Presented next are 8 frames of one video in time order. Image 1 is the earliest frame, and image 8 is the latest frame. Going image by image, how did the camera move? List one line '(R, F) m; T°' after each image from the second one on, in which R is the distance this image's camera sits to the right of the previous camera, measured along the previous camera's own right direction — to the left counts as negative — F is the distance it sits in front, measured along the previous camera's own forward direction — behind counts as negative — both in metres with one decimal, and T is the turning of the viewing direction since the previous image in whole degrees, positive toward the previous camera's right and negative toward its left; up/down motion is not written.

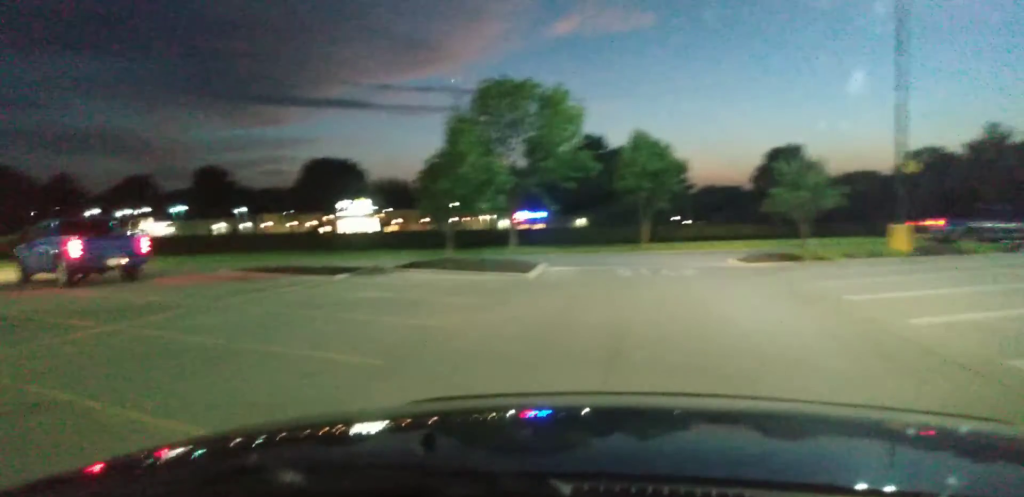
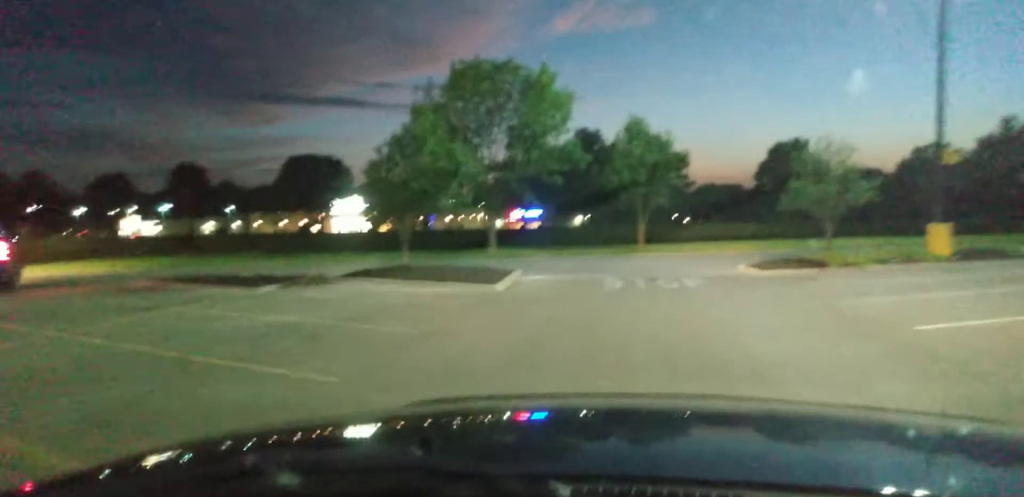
(0.0, +3.4) m; 0°
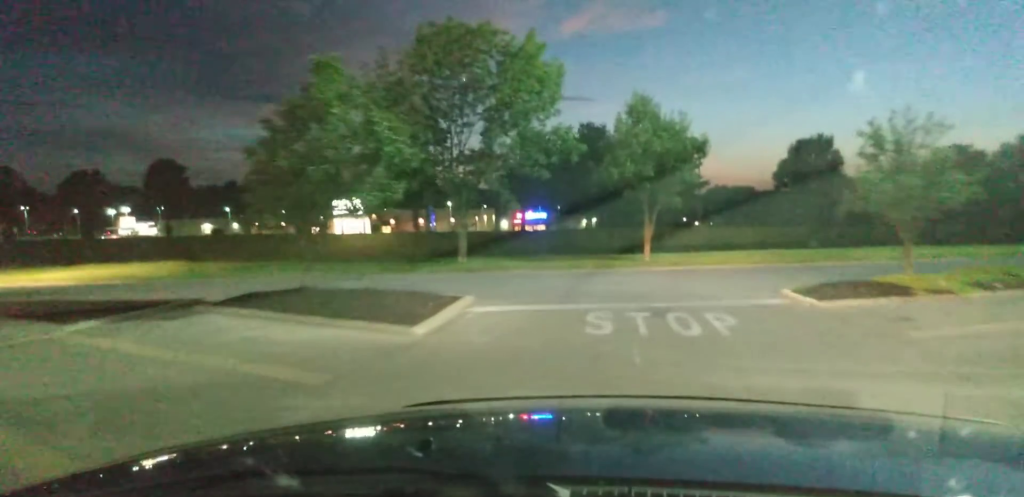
(+0.1, +5.0) m; 0°
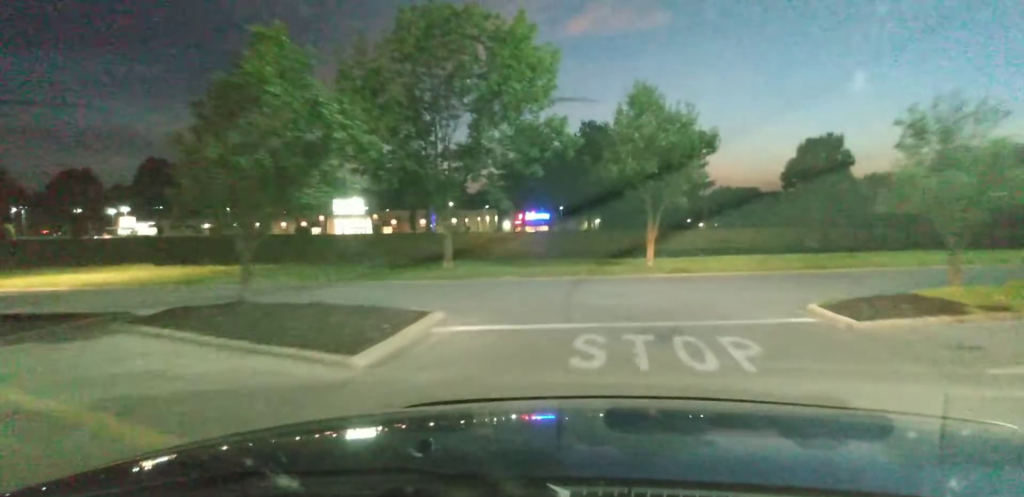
(0.0, +2.2) m; -1°
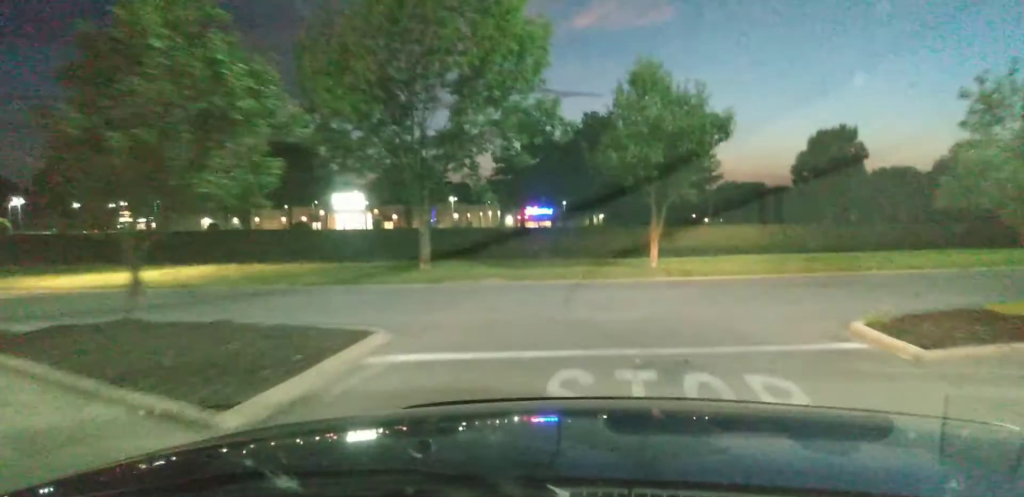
(-0.1, +3.6) m; 0°
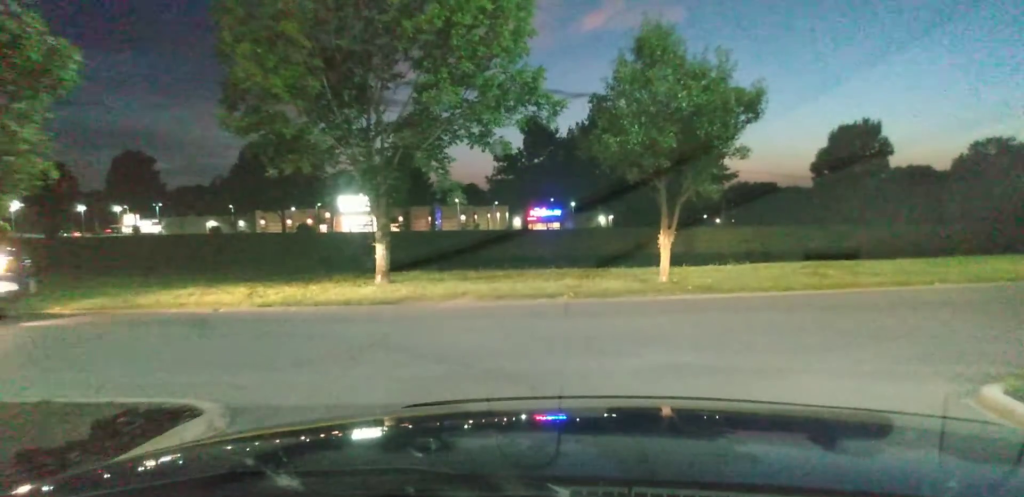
(-0.1, +6.9) m; -3°
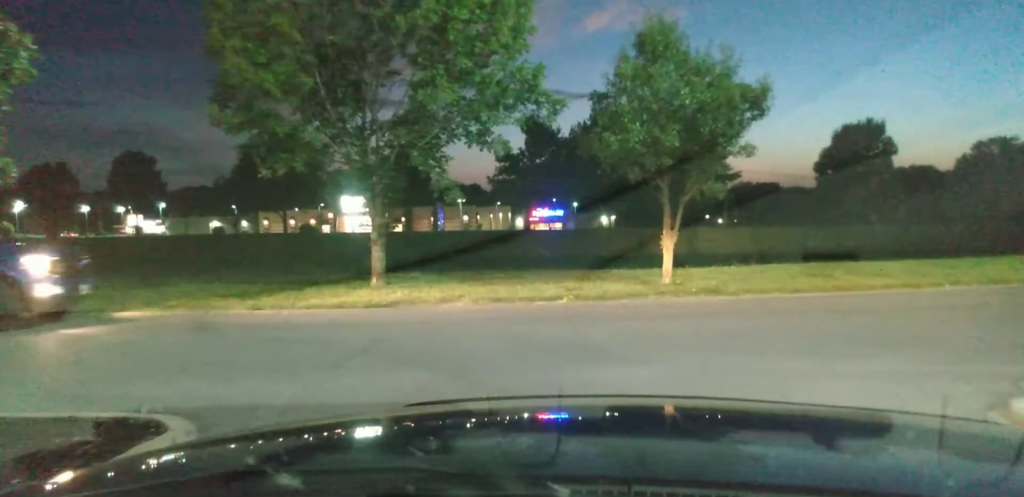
(0.0, +1.4) m; -2°
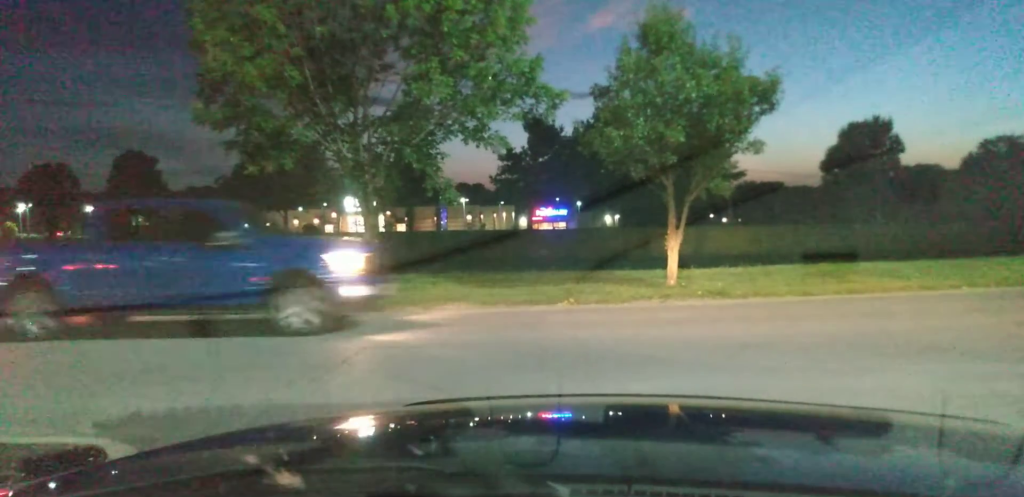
(-0.1, +2.4) m; -1°
